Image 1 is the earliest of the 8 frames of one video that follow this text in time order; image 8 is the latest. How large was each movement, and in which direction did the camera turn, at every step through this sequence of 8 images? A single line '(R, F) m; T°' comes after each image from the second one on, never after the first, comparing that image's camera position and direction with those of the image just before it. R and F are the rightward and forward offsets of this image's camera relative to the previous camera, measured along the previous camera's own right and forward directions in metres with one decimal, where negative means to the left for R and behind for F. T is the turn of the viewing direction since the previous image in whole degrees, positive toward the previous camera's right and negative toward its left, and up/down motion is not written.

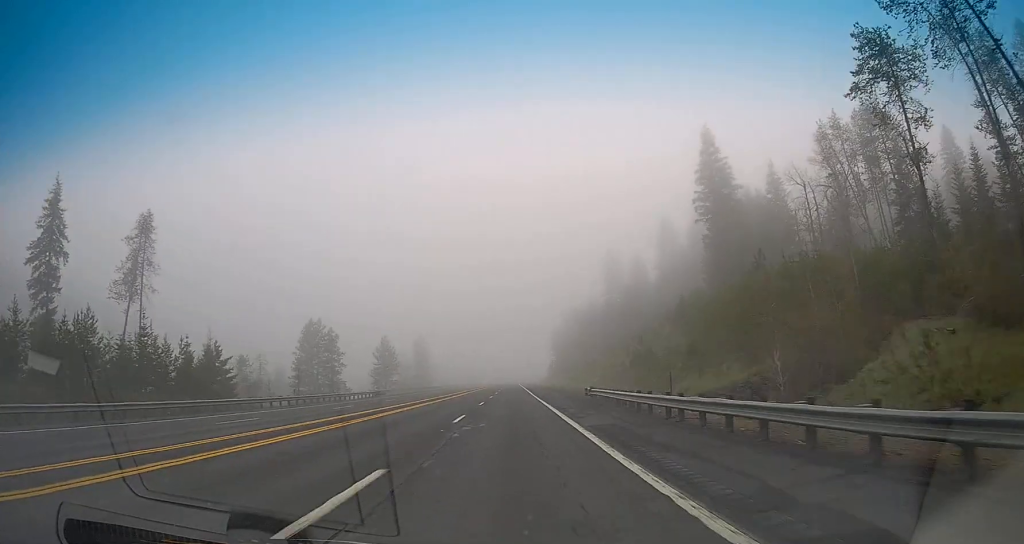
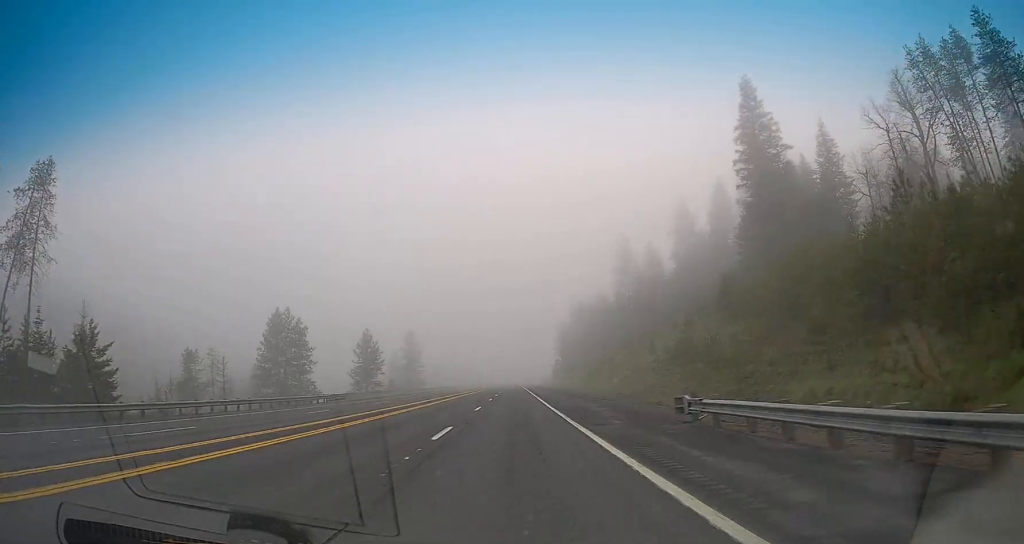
(0.0, +21.4) m; 0°
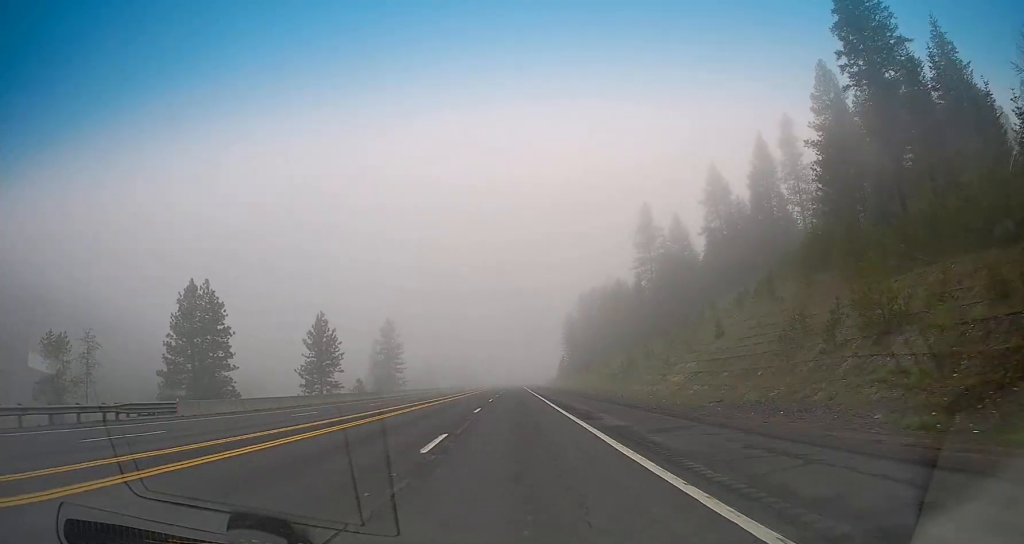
(+0.2, +33.9) m; 0°
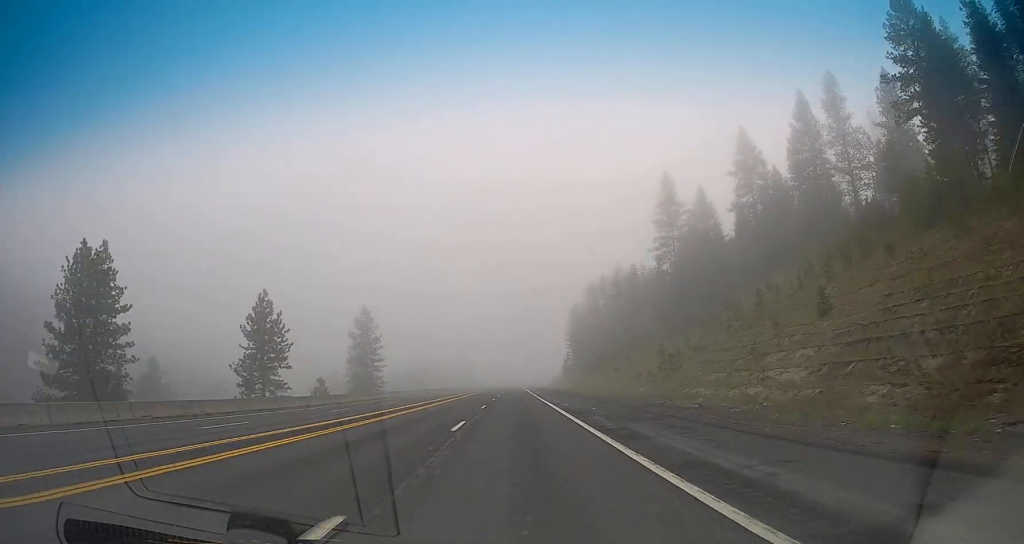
(-0.1, +25.1) m; 0°
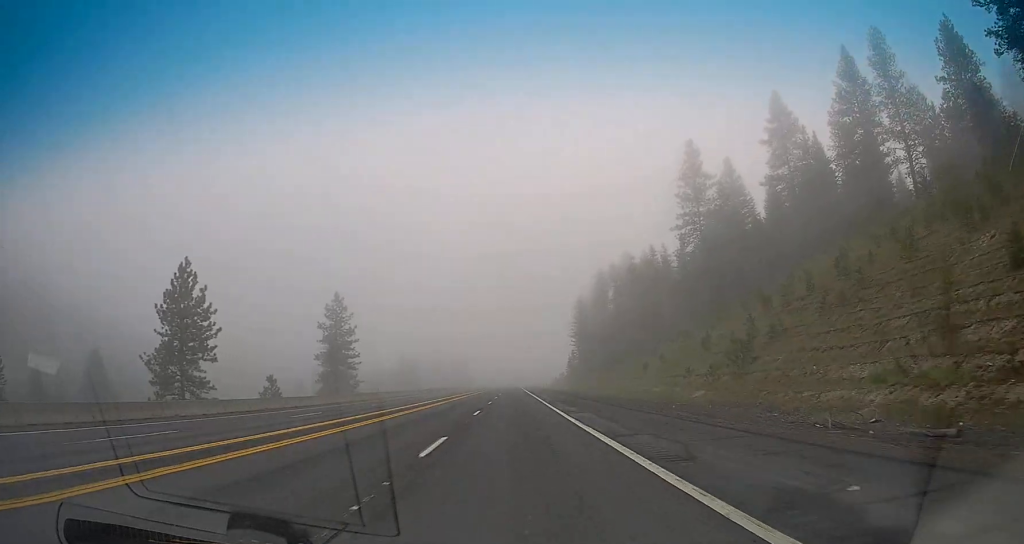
(+0.1, +21.3) m; 0°
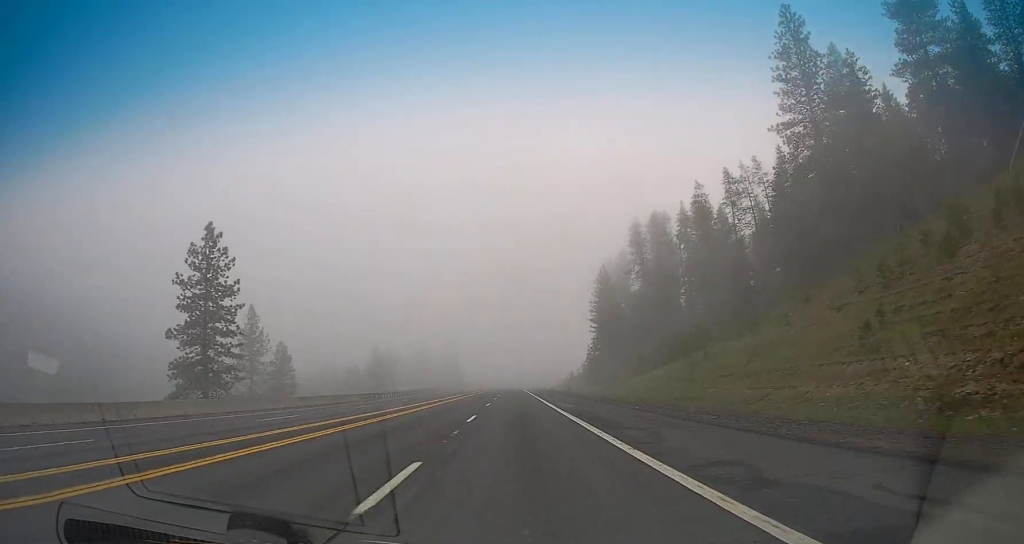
(-0.2, +51.4) m; -1°
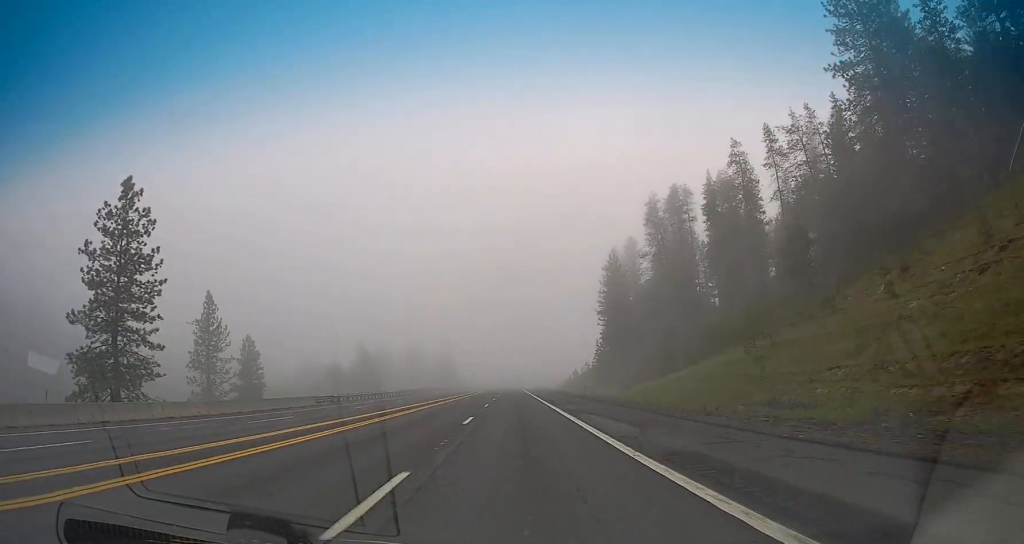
(0.0, +16.5) m; 0°
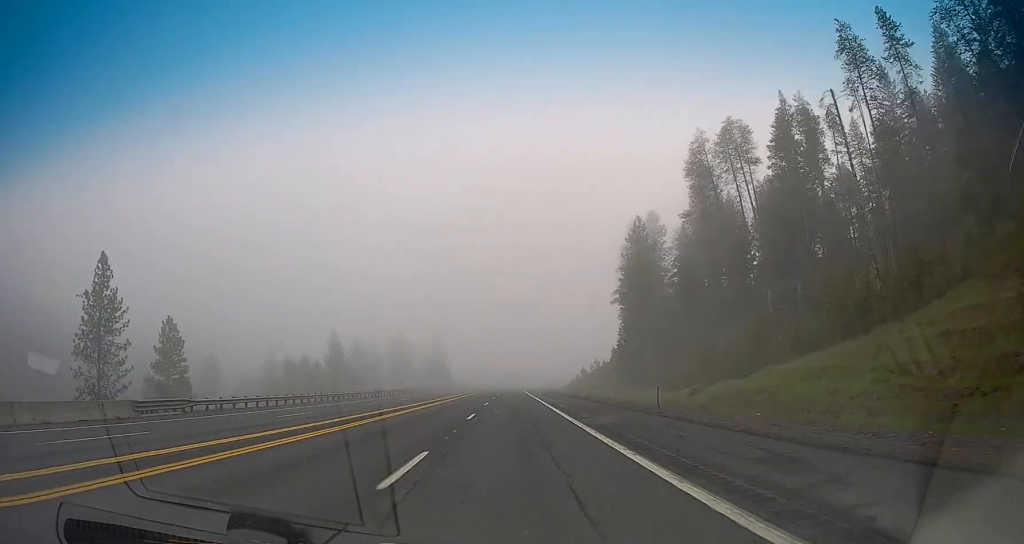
(+0.2, +28.2) m; 0°
